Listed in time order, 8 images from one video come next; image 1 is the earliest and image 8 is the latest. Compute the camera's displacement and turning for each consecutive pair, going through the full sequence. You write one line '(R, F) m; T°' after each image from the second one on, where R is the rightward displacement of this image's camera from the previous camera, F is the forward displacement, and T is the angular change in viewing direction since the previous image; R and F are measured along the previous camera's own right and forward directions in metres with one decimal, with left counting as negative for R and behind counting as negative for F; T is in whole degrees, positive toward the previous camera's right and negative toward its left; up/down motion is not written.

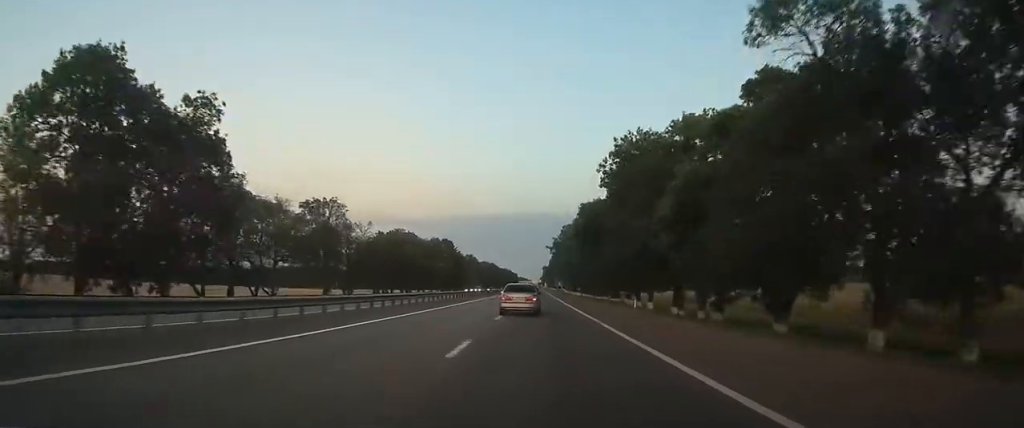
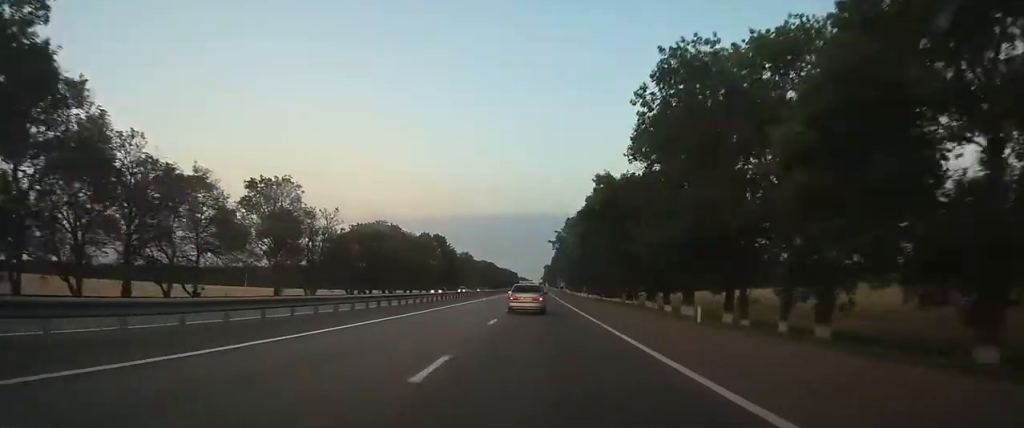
(0.0, +14.8) m; 0°
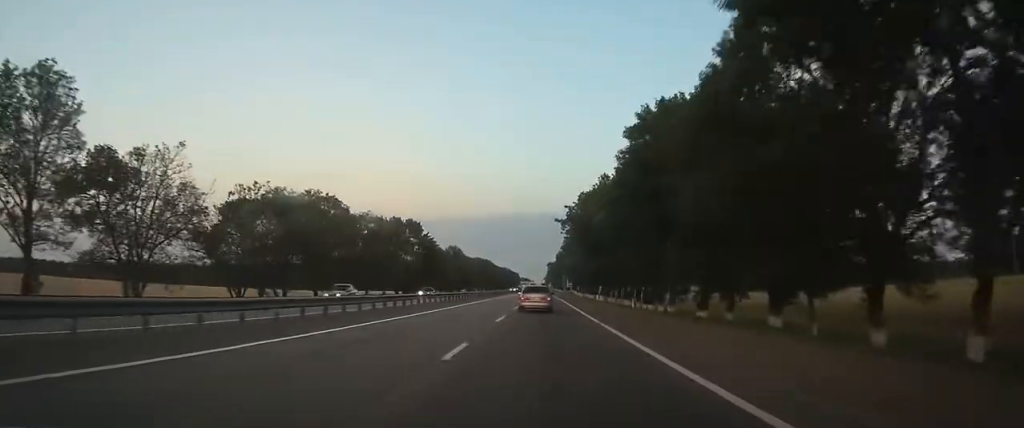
(-0.1, +33.8) m; 0°
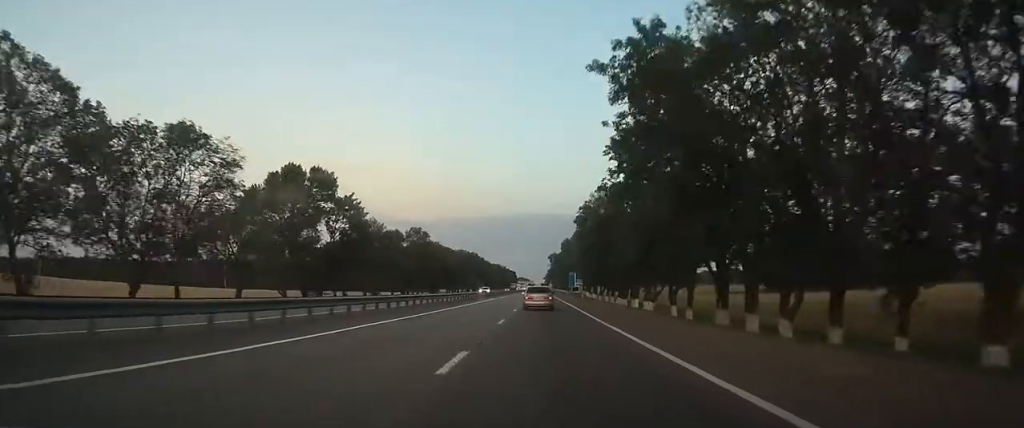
(0.0, +49.8) m; 0°
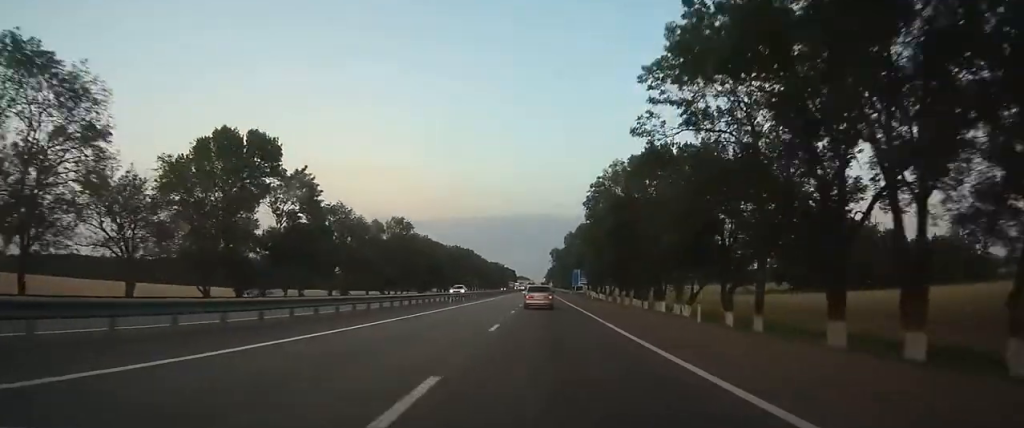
(0.0, +15.4) m; 0°
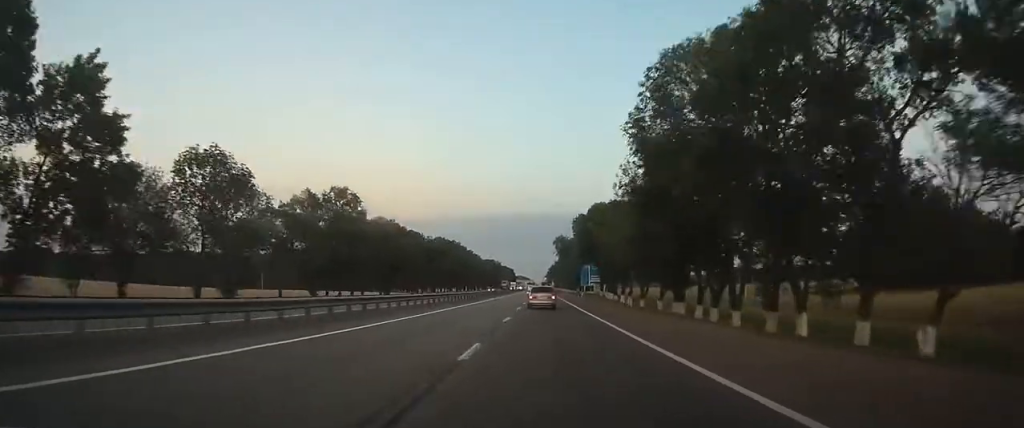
(+0.1, +30.9) m; 0°
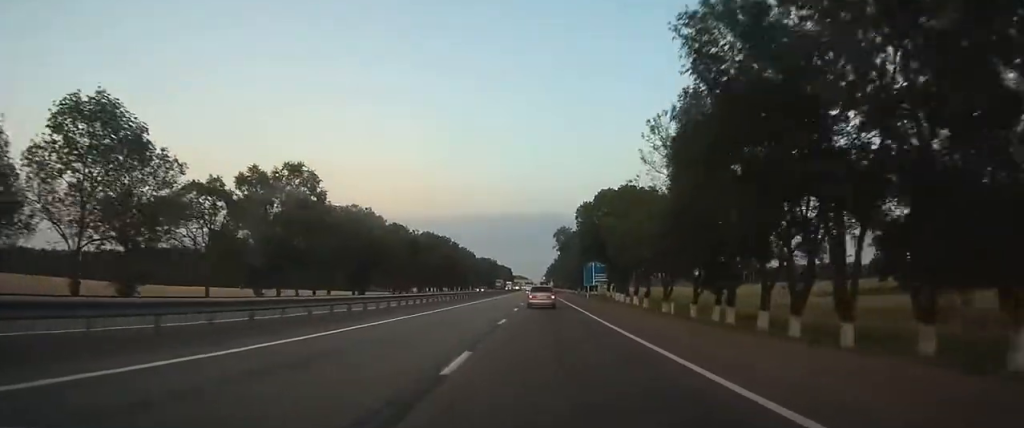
(0.0, +13.7) m; 0°
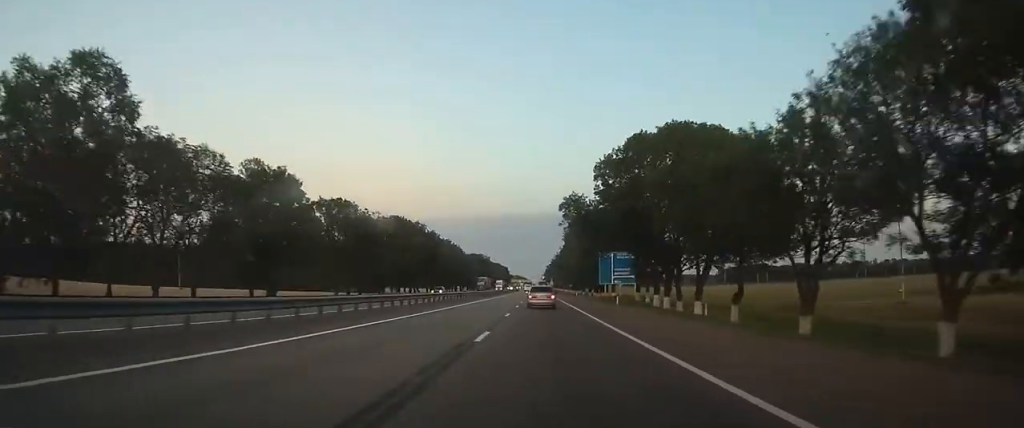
(+0.1, +30.7) m; 0°
